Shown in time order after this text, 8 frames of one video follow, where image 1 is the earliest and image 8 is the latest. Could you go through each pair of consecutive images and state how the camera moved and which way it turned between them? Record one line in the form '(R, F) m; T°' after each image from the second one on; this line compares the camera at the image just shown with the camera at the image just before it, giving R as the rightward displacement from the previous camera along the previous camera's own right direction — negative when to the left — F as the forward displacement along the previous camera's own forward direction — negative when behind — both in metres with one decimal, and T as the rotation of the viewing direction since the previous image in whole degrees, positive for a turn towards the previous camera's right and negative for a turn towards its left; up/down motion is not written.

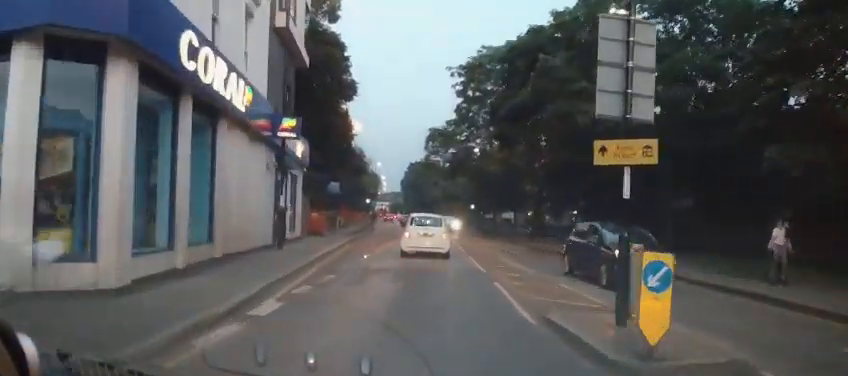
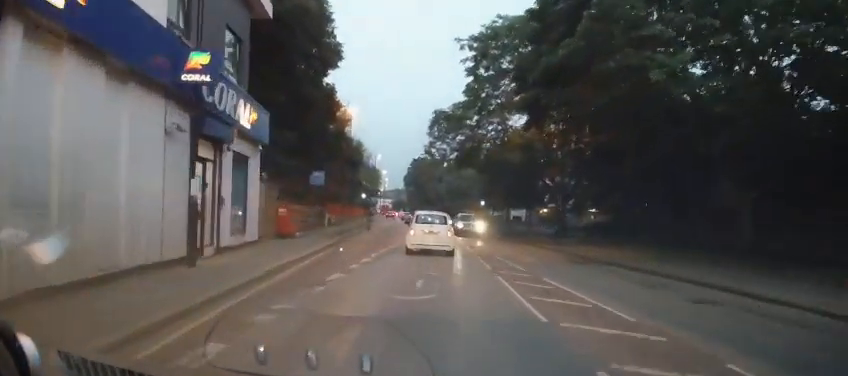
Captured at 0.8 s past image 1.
(+0.3, +6.8) m; 0°
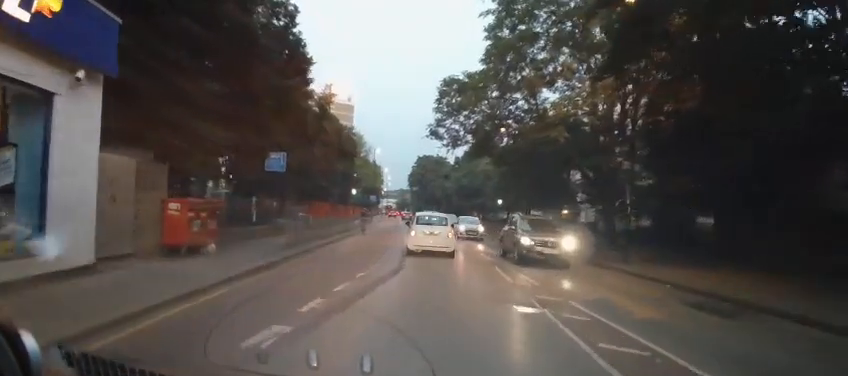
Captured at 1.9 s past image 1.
(-0.4, +9.4) m; -3°
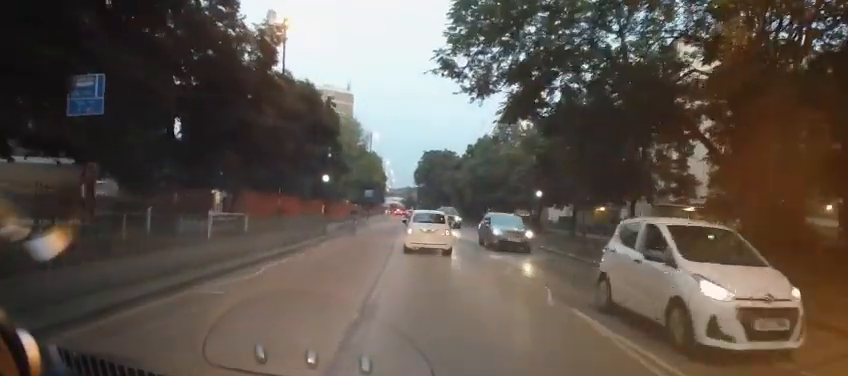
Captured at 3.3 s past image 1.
(-0.2, +12.8) m; 0°
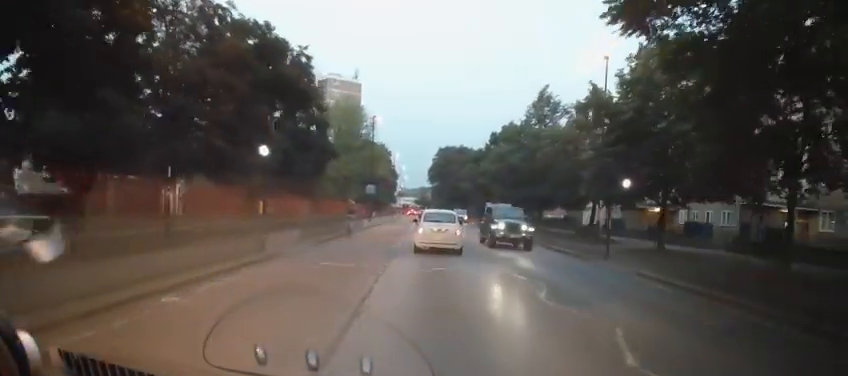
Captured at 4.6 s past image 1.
(+0.4, +11.5) m; +1°
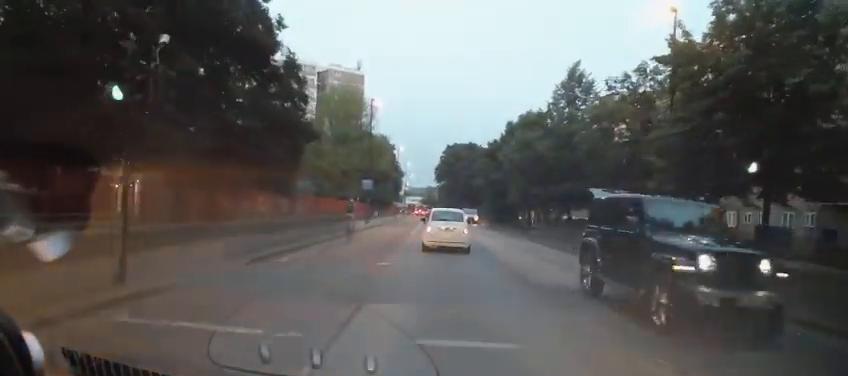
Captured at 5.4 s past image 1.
(-0.3, +7.5) m; -2°
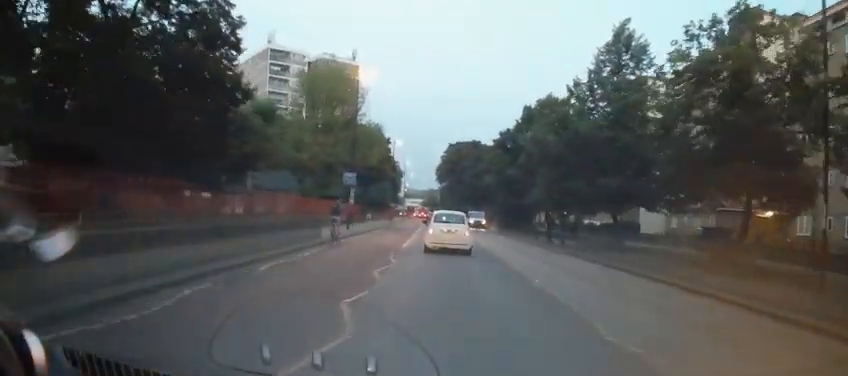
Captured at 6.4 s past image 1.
(-0.2, +9.6) m; -1°
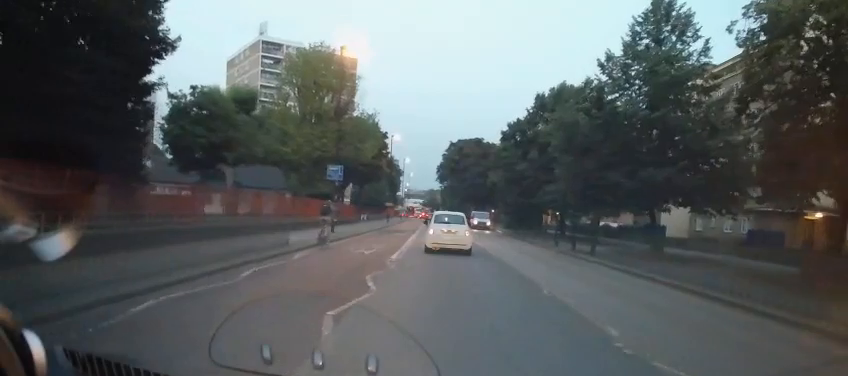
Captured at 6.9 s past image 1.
(0.0, +5.2) m; +1°
